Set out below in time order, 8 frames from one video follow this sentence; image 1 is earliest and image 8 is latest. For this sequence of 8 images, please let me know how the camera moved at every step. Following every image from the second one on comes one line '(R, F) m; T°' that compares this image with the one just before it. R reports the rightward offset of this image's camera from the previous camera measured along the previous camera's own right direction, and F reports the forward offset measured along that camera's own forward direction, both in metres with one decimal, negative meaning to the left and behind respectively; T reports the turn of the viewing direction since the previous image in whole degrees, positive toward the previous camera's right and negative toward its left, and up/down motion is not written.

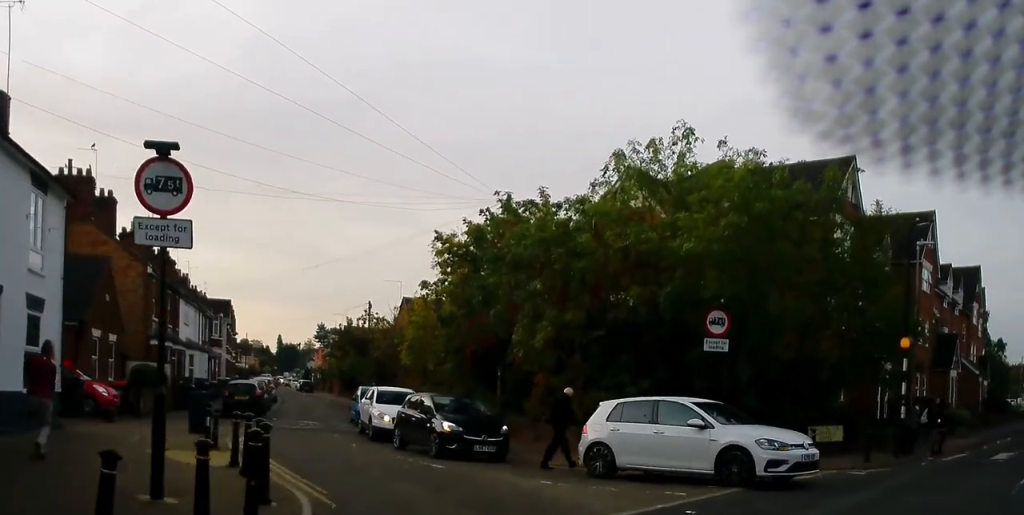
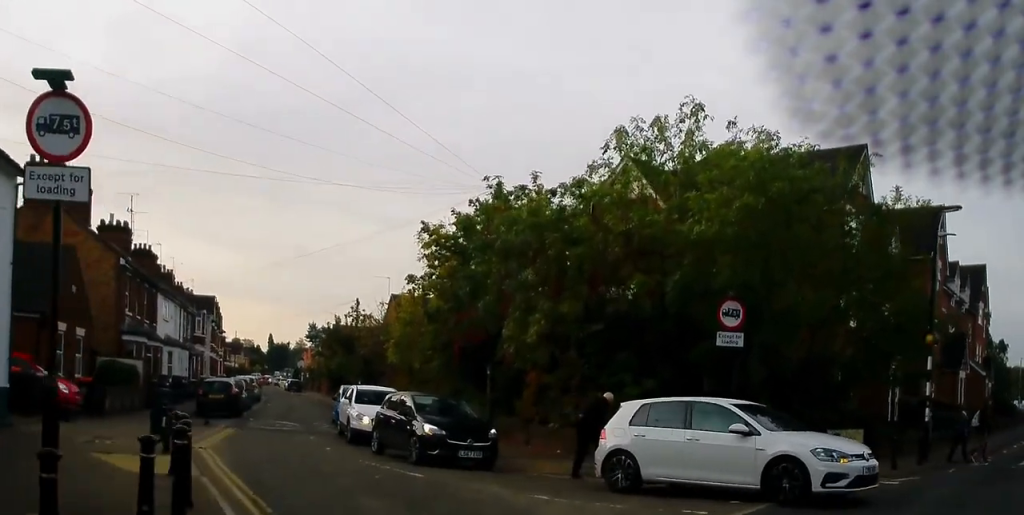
(0.0, +1.7) m; -1°
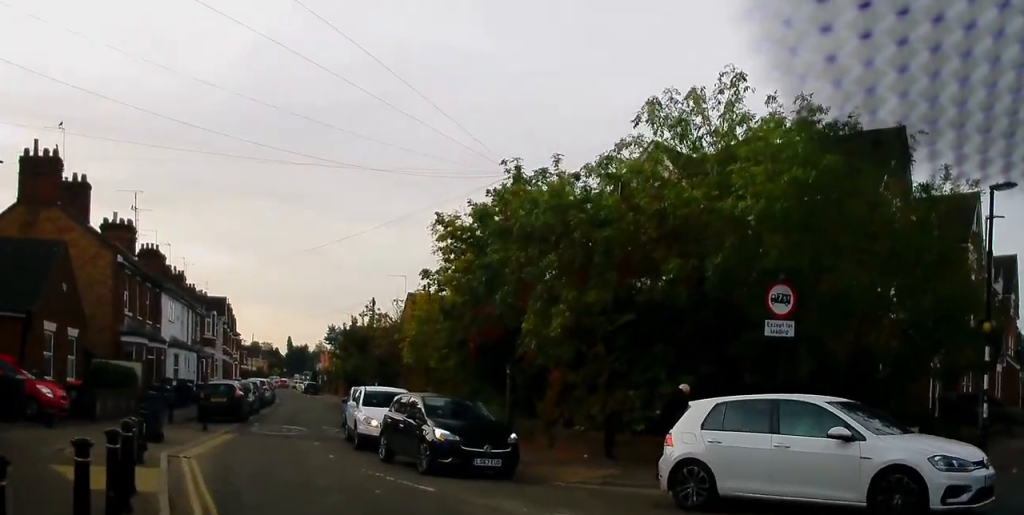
(0.0, +1.7) m; 0°
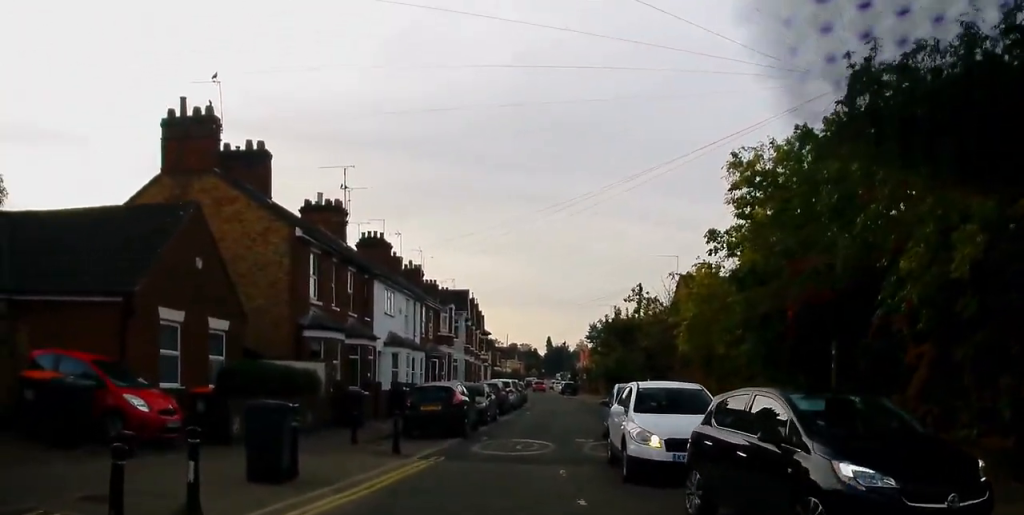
(-0.2, +6.9) m; -8°
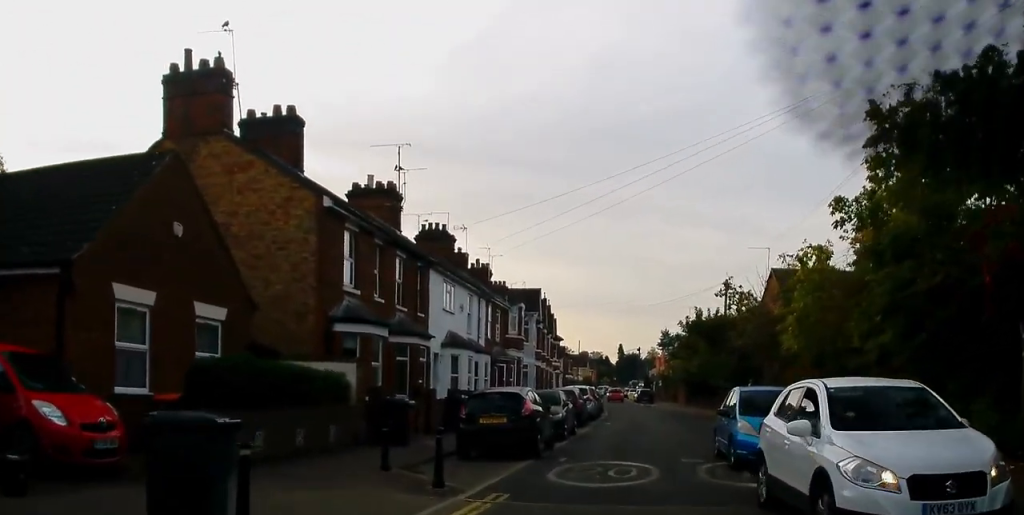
(-0.4, +4.8) m; -8°
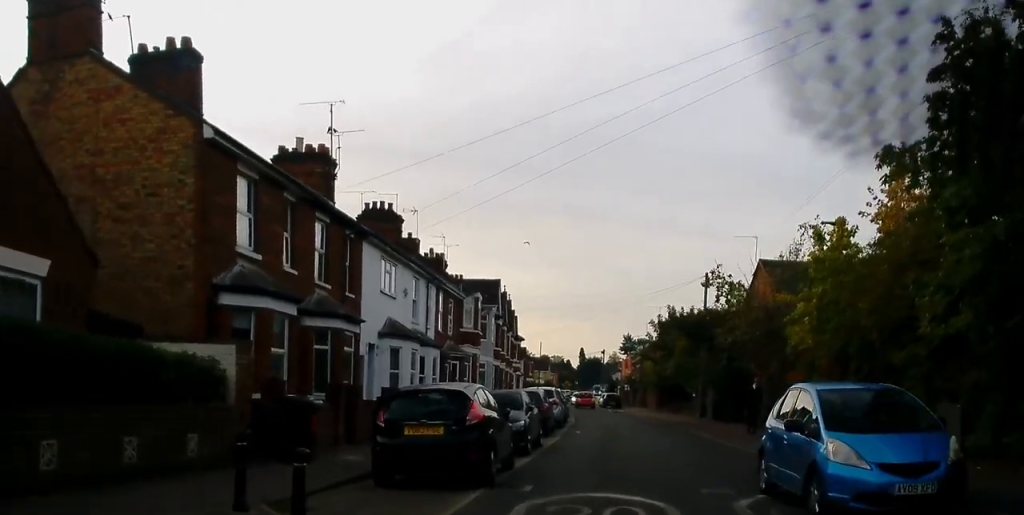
(-0.2, +4.9) m; +1°
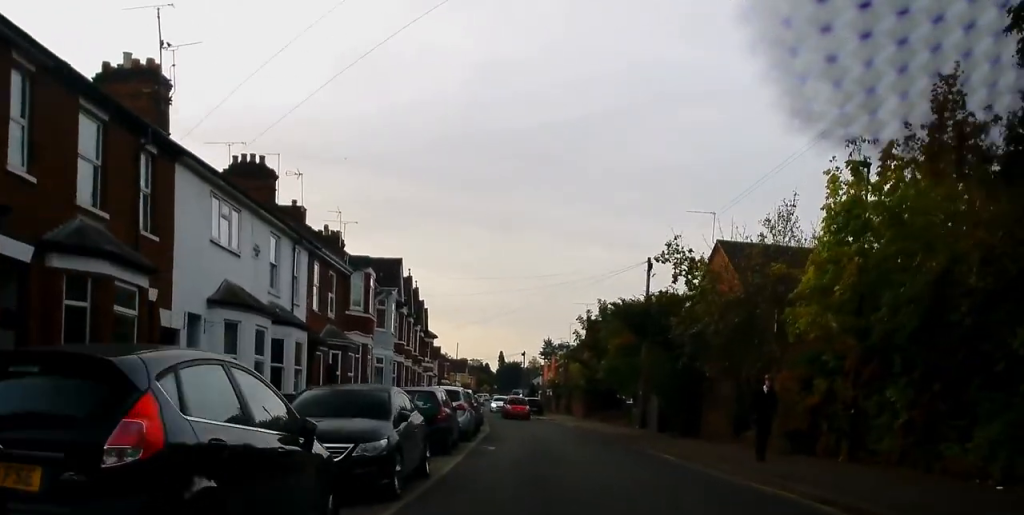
(+0.4, +7.3) m; +3°
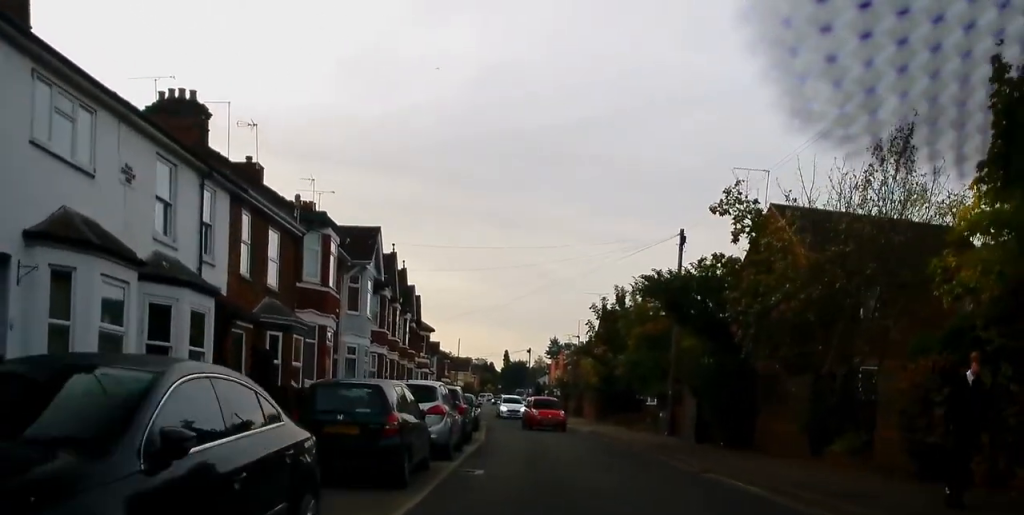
(+0.1, +6.9) m; +4°
